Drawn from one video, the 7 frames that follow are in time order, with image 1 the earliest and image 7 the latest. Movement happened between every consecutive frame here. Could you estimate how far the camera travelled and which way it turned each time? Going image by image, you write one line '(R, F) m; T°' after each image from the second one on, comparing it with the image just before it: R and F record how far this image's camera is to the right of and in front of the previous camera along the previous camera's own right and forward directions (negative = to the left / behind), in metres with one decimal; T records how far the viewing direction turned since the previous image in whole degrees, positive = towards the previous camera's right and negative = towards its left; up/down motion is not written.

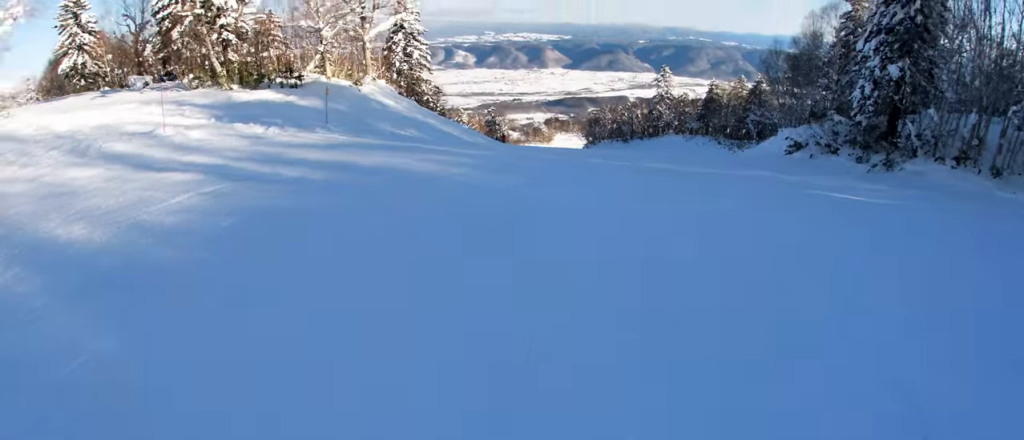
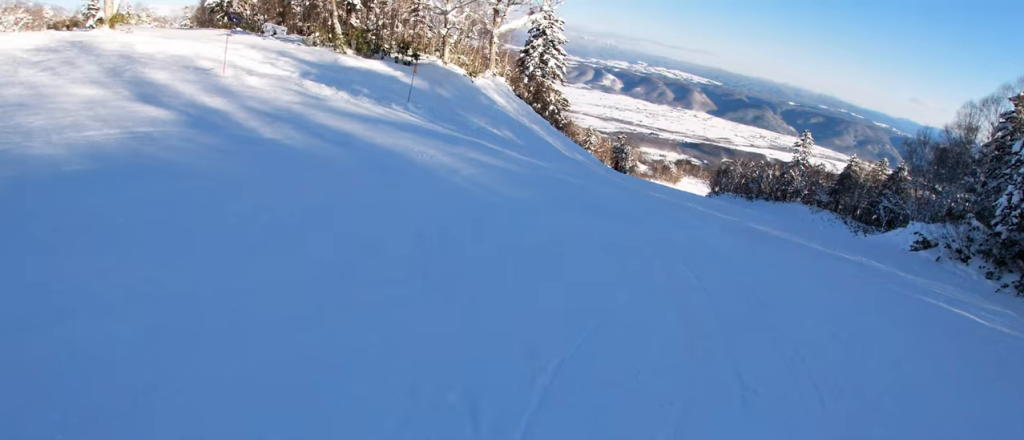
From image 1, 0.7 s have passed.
(-0.1, +3.2) m; -15°
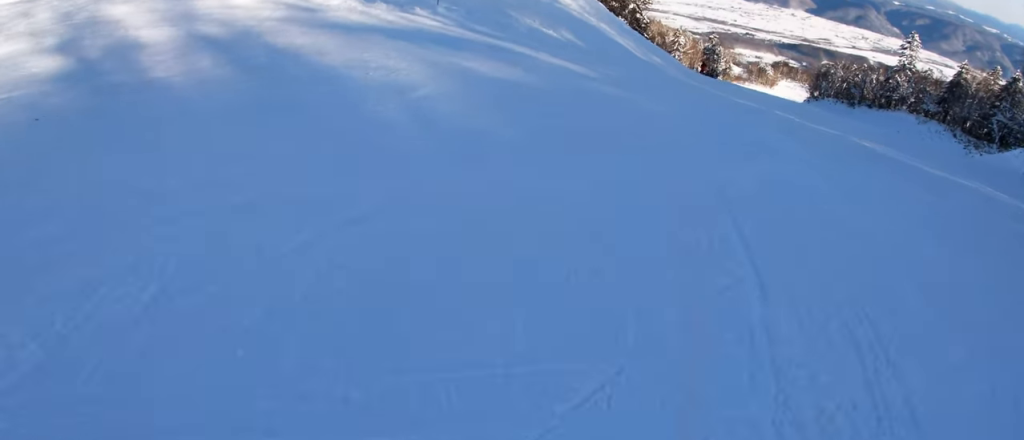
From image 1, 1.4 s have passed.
(-0.7, +3.2) m; -12°
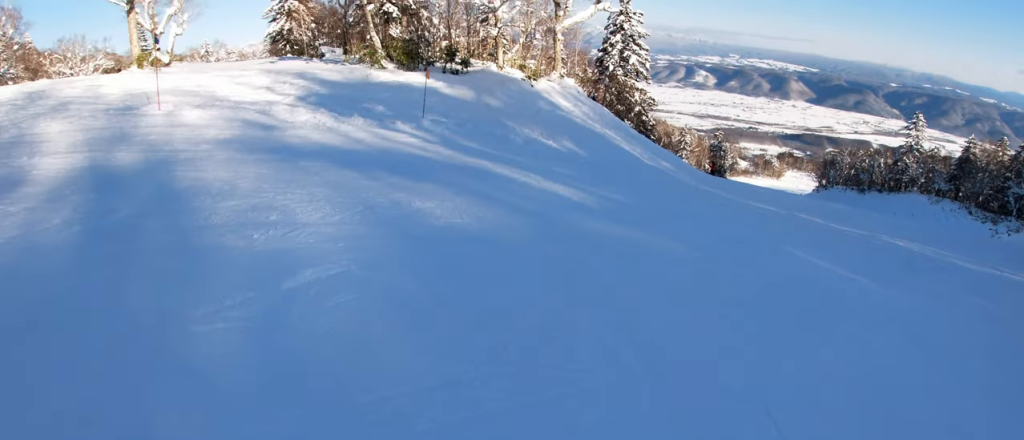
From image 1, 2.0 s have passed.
(-0.4, +3.1) m; -3°
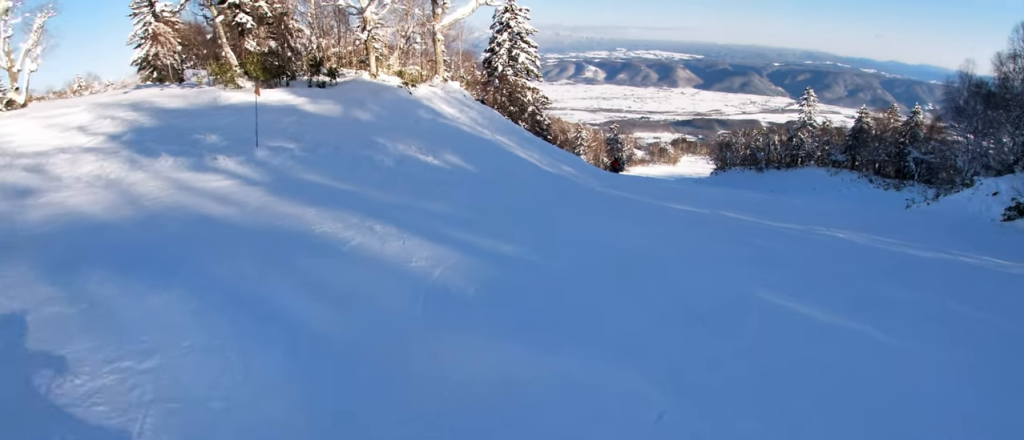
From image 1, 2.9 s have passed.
(0.0, +4.3) m; +14°
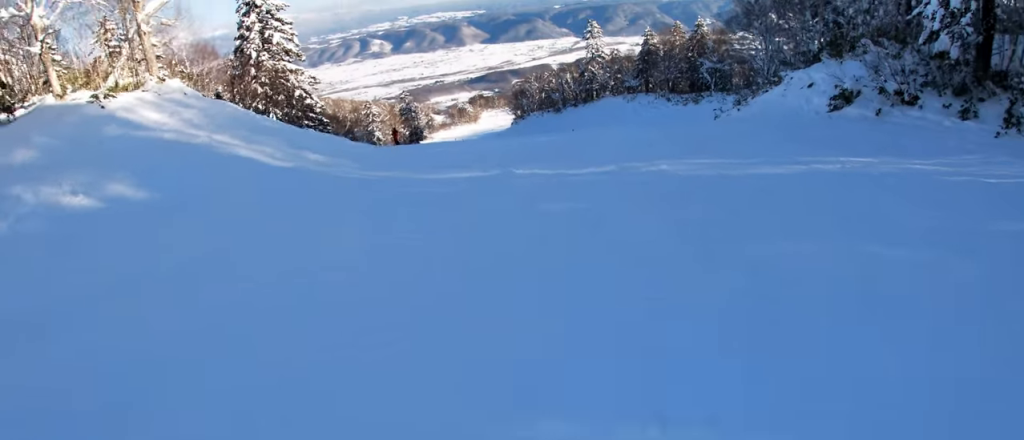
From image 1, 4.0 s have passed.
(+1.5, +6.0) m; +13°
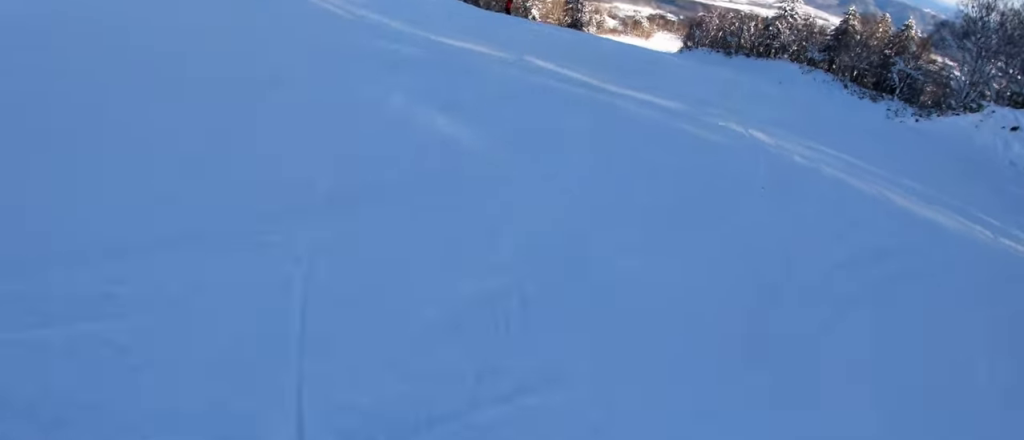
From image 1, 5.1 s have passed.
(0.0, +5.9) m; -7°
